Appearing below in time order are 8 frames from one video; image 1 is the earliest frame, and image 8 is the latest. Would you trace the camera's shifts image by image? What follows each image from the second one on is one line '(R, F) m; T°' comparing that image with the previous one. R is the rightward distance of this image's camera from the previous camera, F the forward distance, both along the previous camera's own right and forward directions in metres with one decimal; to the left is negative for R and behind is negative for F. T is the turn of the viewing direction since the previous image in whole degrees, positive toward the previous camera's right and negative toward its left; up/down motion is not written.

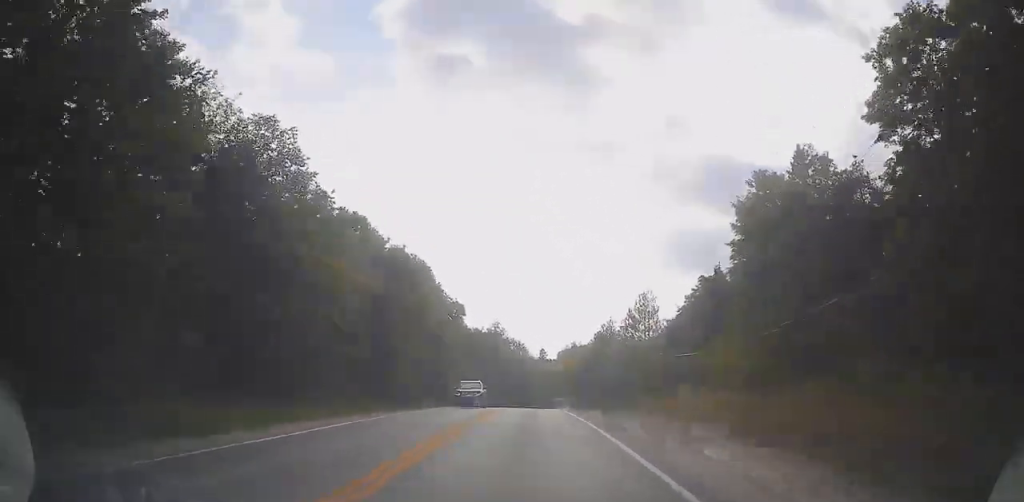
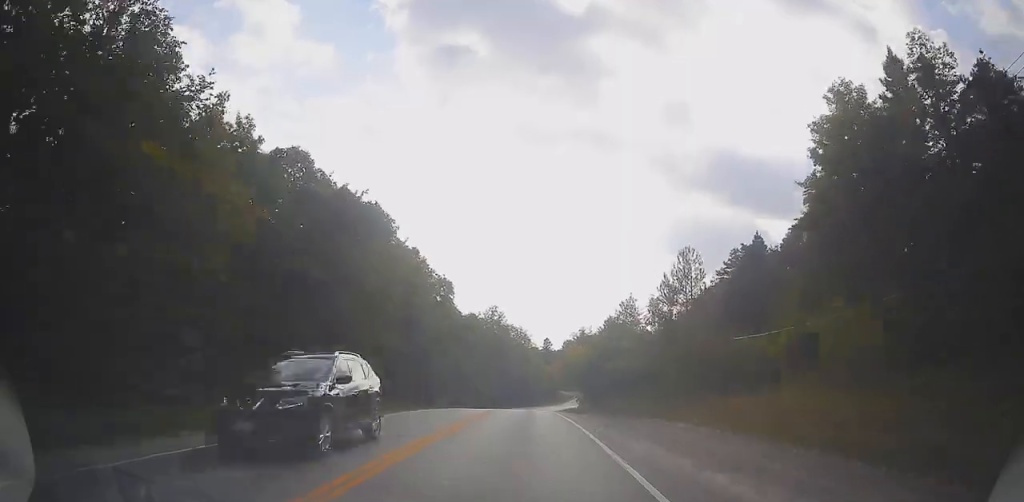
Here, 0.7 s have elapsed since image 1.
(0.0, +12.1) m; 0°
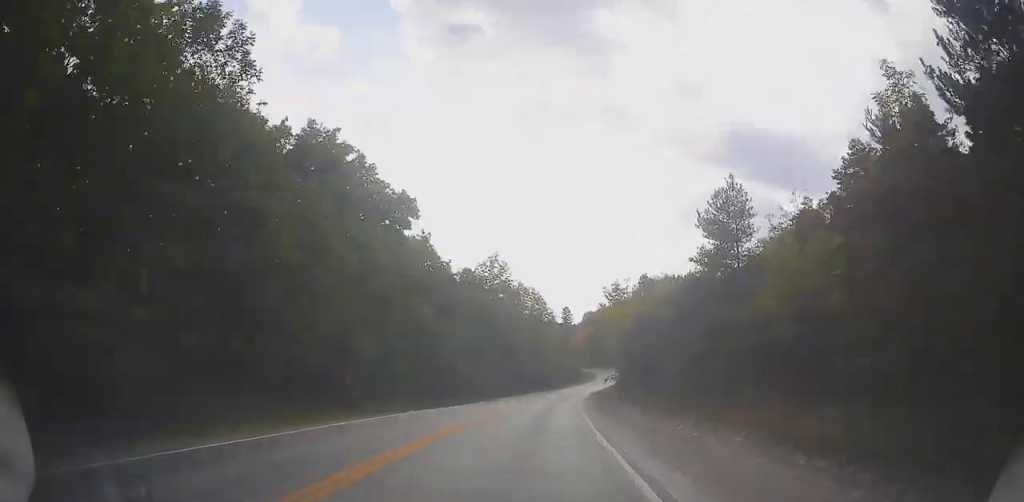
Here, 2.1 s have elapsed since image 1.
(-0.1, +24.0) m; -1°
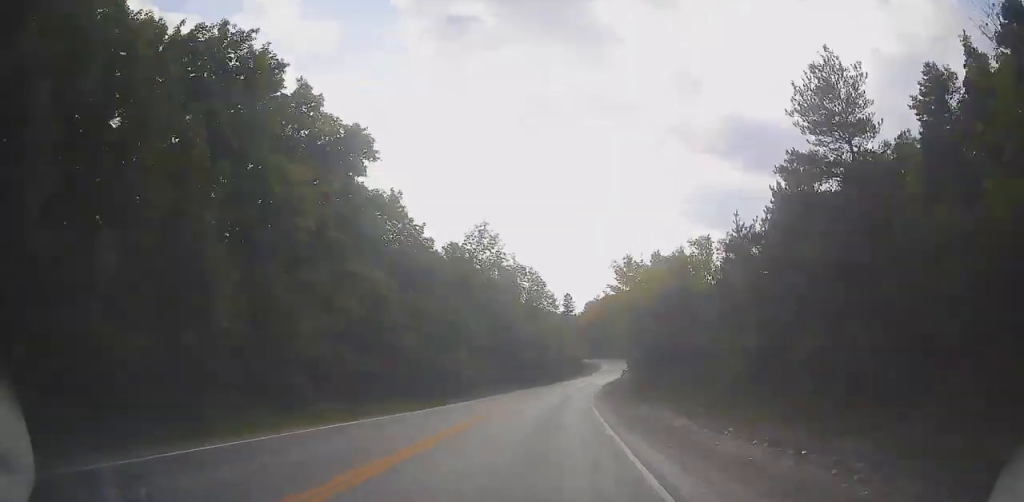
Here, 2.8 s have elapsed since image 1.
(-0.1, +10.6) m; 0°
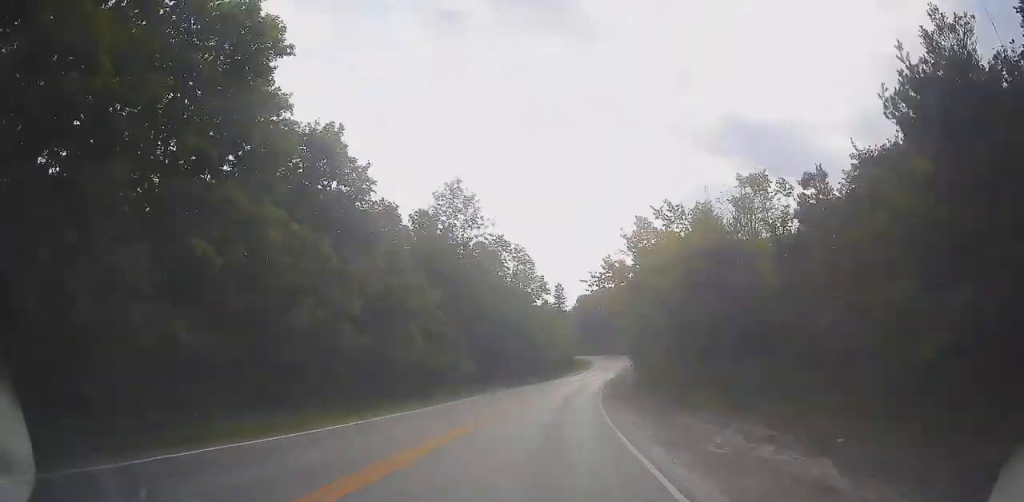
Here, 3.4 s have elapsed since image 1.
(0.0, +11.1) m; +2°
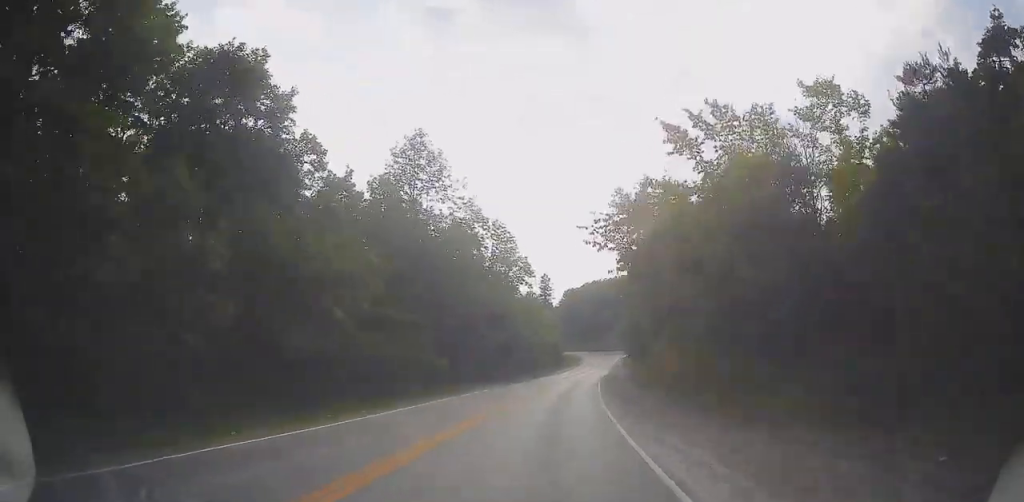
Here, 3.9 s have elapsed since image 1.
(-0.1, +8.9) m; +1°
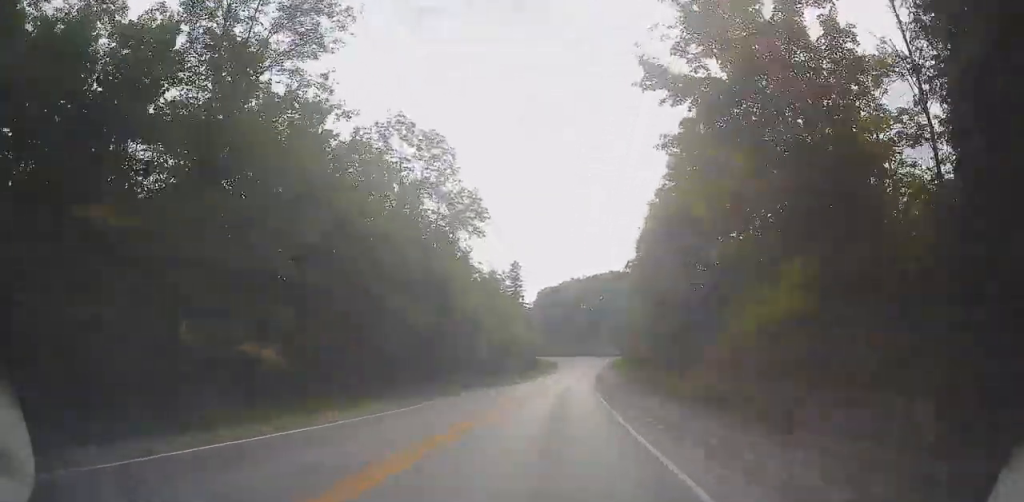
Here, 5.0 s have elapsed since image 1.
(+0.7, +20.6) m; +2°
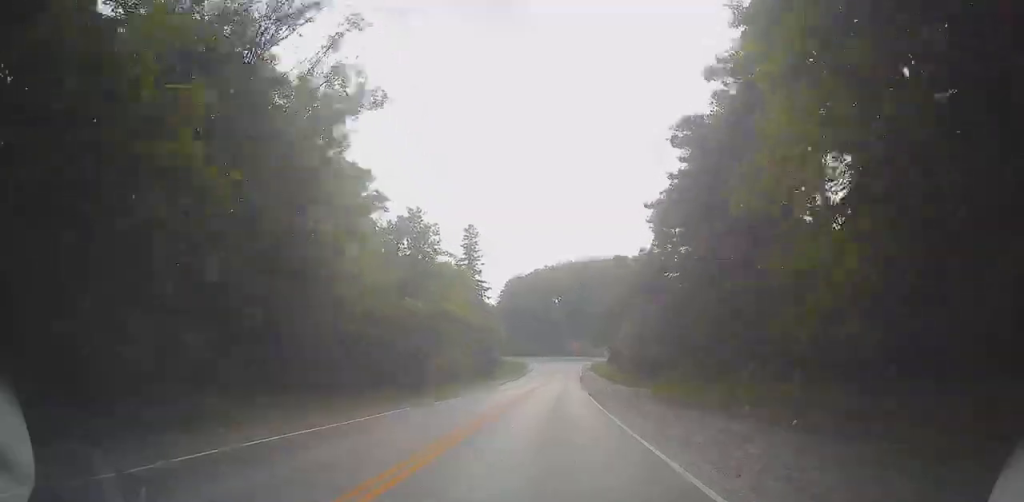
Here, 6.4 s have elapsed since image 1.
(0.0, +26.6) m; +1°
